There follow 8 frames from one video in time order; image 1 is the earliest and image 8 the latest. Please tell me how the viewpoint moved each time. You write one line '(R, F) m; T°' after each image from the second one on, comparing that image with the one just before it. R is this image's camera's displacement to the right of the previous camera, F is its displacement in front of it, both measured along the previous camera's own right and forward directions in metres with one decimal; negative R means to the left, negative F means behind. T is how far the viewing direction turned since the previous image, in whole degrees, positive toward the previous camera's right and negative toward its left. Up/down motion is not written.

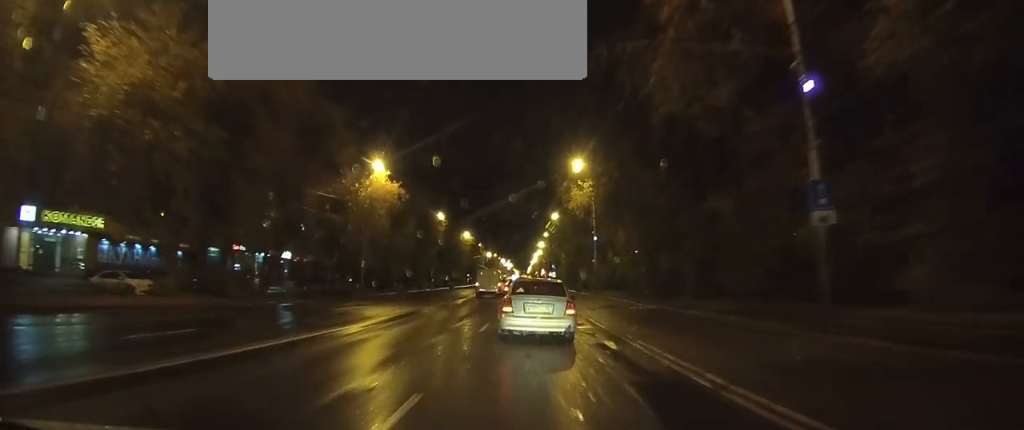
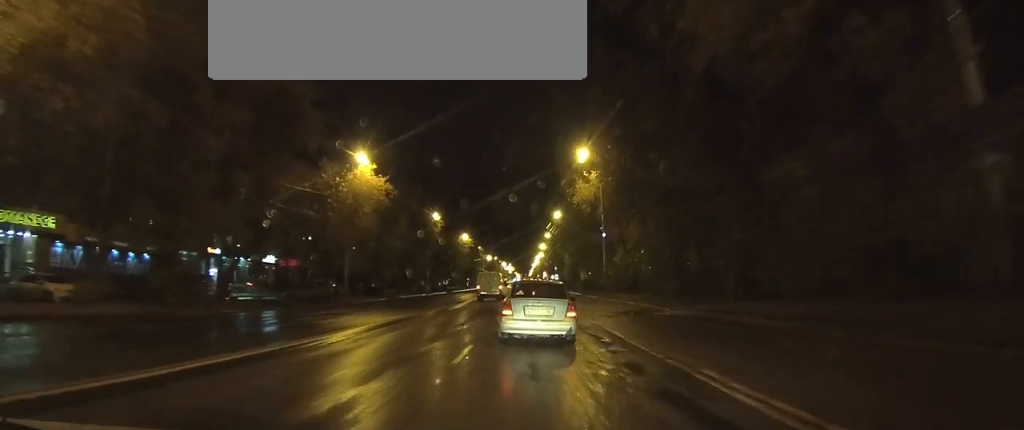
(0.0, +5.7) m; 0°
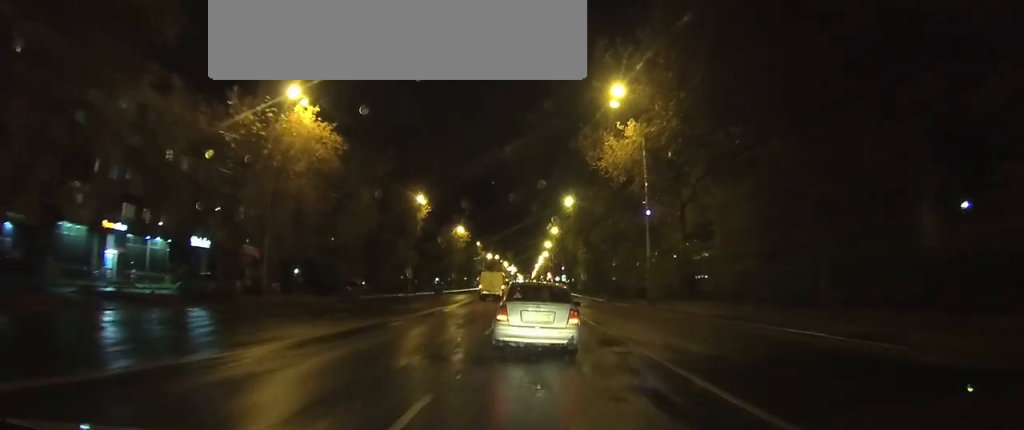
(0.0, +17.0) m; 0°
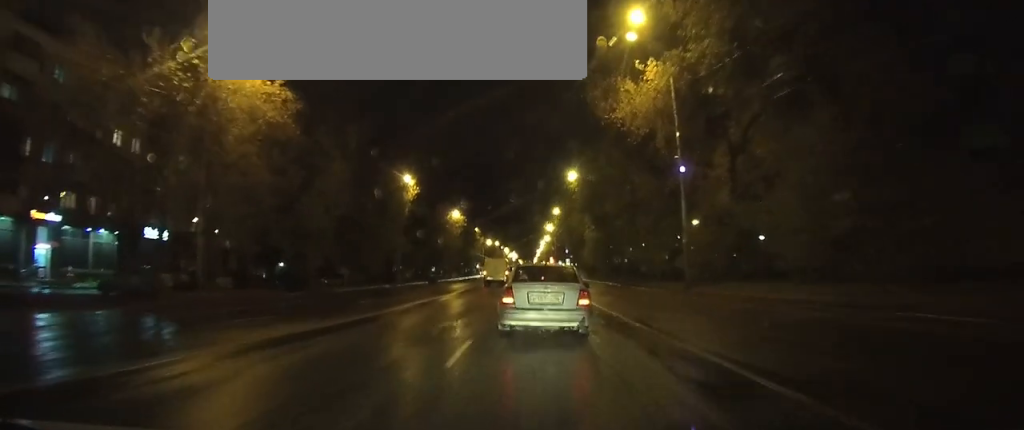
(0.0, +7.8) m; 0°
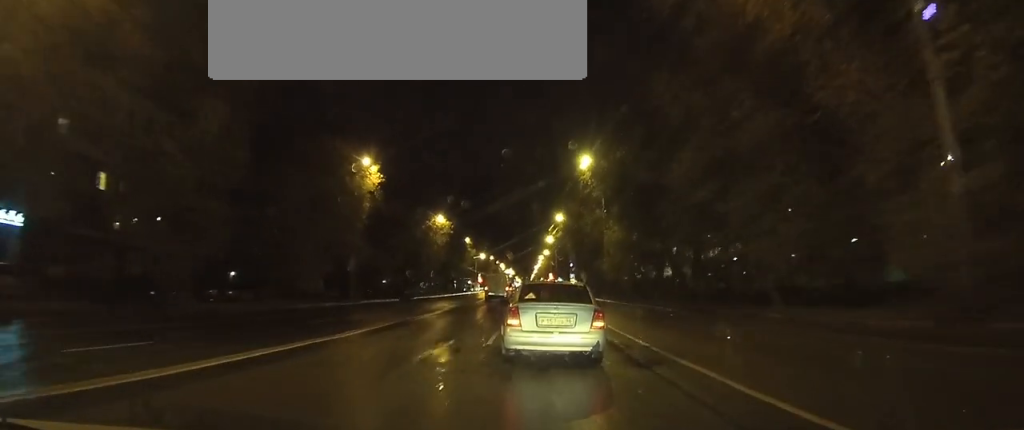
(-0.3, +16.4) m; -3°
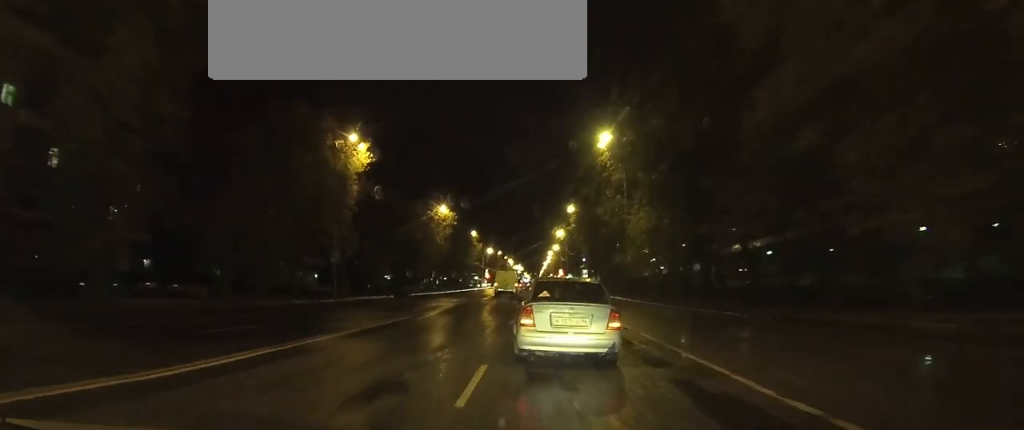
(-0.1, +6.1) m; 0°
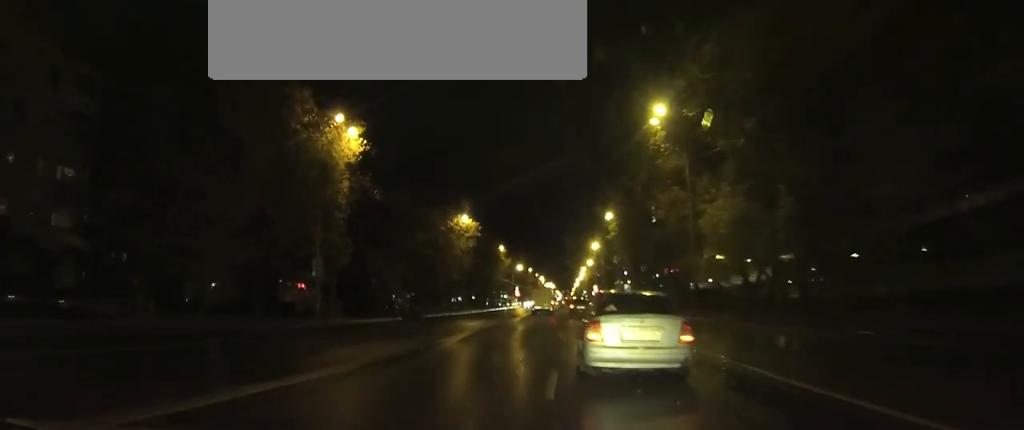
(0.0, +9.6) m; +1°
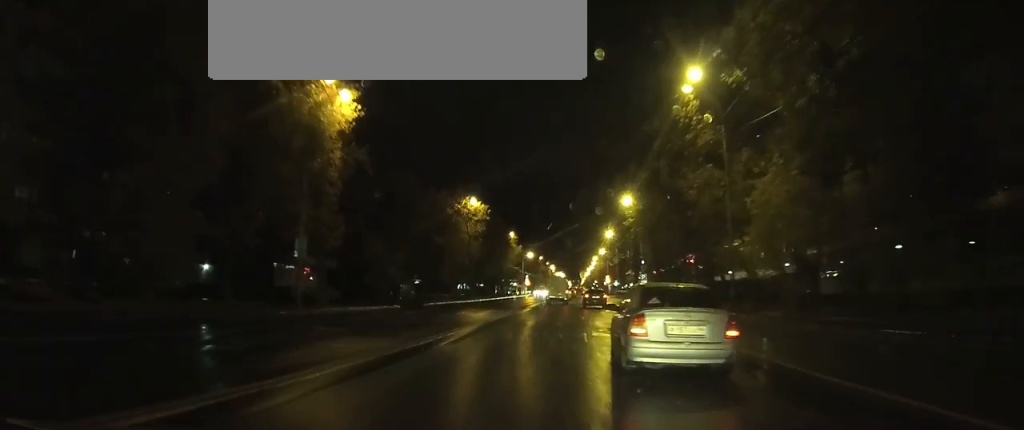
(0.0, +4.4) m; 0°
